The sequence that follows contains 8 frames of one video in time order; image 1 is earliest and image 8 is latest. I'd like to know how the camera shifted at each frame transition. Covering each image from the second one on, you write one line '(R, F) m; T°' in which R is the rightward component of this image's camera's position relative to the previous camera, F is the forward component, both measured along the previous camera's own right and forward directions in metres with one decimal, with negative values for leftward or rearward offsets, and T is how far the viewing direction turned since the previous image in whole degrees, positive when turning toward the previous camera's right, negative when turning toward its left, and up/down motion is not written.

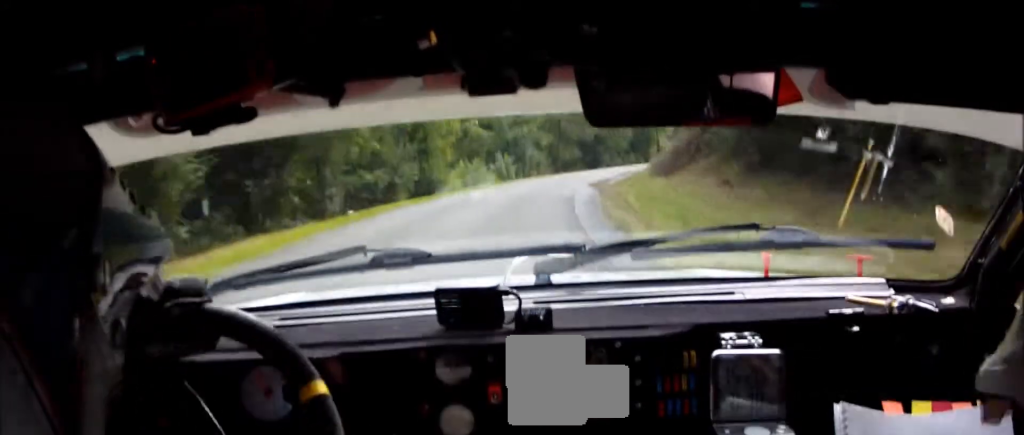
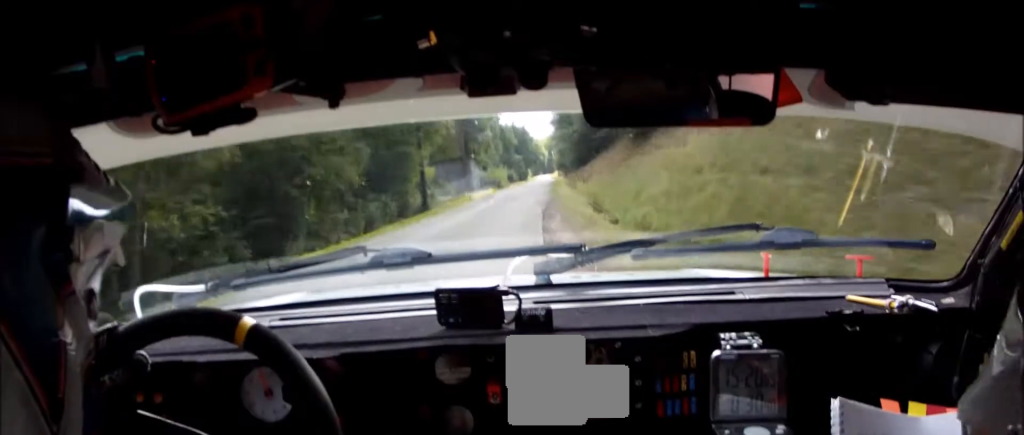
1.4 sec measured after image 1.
(+7.8, +46.9) m; +15°
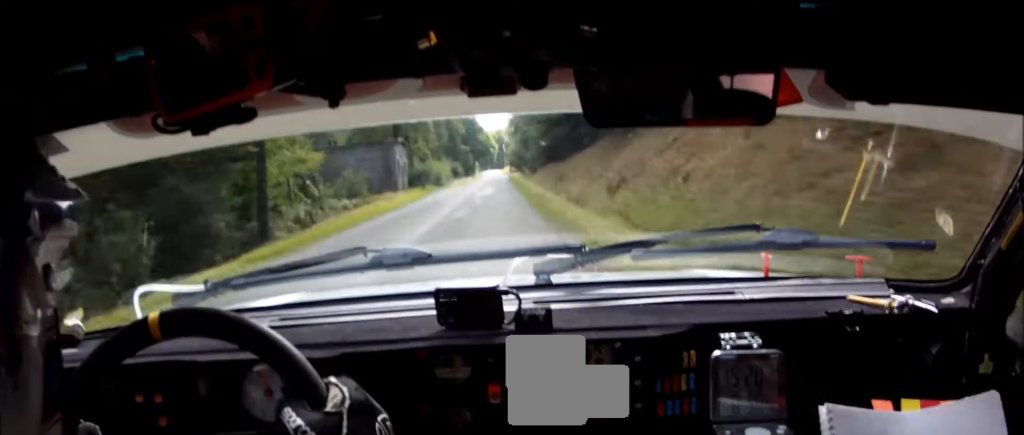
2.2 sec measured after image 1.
(+1.4, +26.4) m; +4°
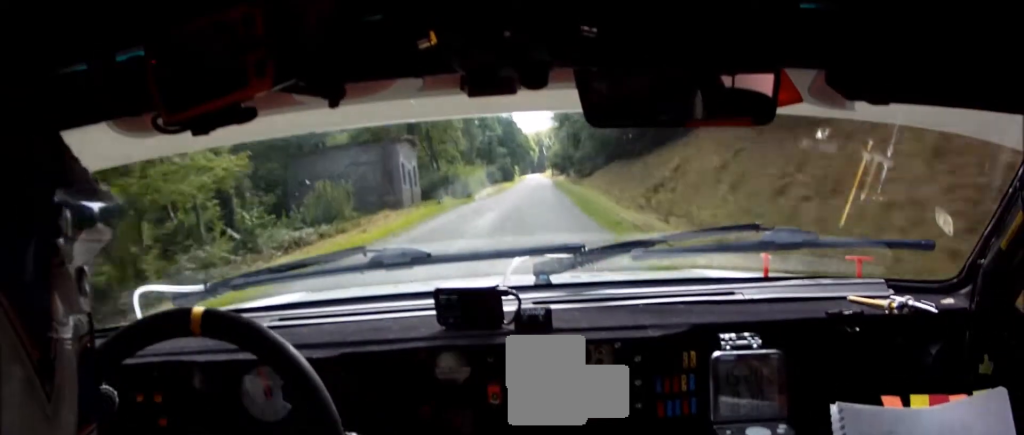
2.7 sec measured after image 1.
(+0.2, +16.4) m; +1°
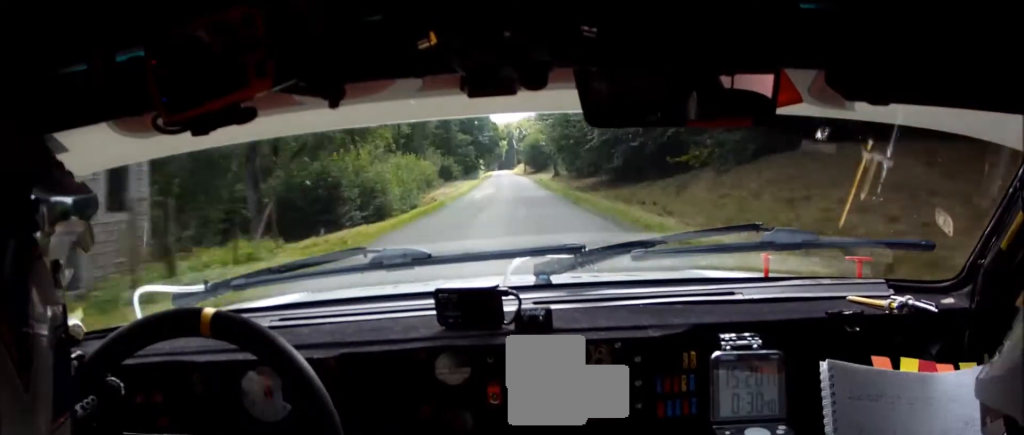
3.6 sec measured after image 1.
(+0.6, +33.8) m; +1°
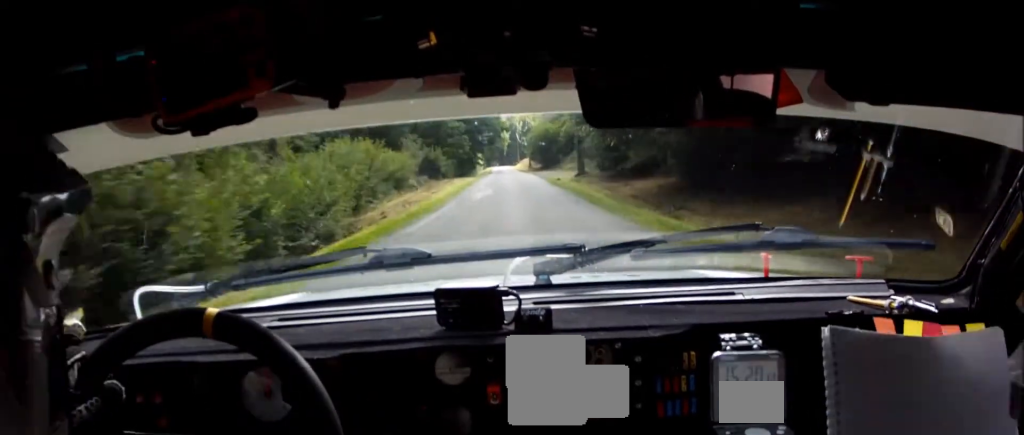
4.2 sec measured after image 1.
(+0.1, +22.3) m; 0°
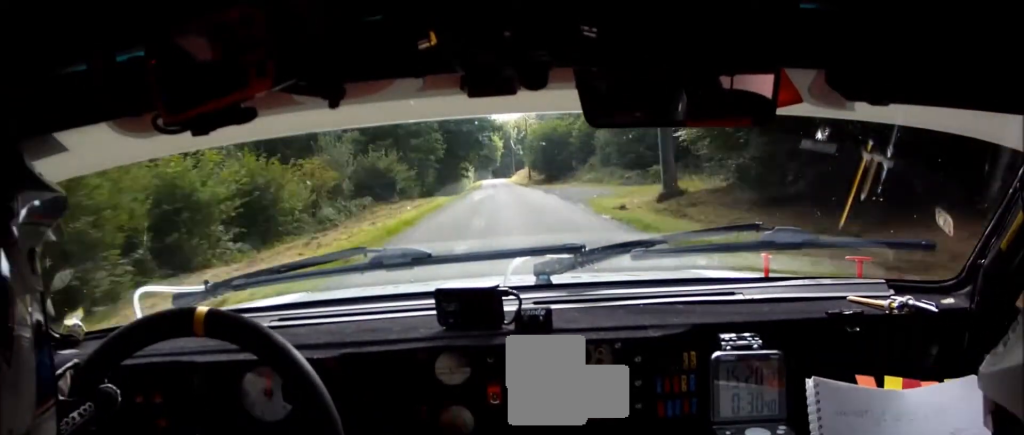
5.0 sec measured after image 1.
(+0.1, +29.2) m; 0°
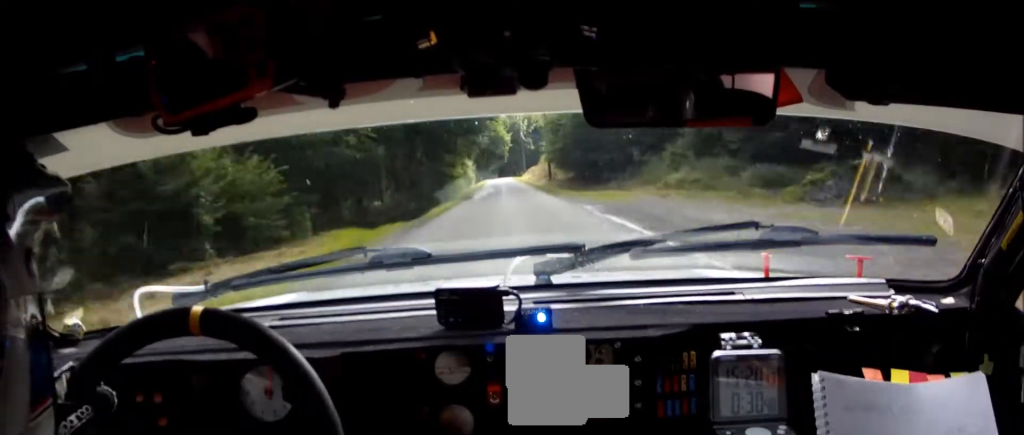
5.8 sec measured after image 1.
(+0.1, +33.9) m; 0°
